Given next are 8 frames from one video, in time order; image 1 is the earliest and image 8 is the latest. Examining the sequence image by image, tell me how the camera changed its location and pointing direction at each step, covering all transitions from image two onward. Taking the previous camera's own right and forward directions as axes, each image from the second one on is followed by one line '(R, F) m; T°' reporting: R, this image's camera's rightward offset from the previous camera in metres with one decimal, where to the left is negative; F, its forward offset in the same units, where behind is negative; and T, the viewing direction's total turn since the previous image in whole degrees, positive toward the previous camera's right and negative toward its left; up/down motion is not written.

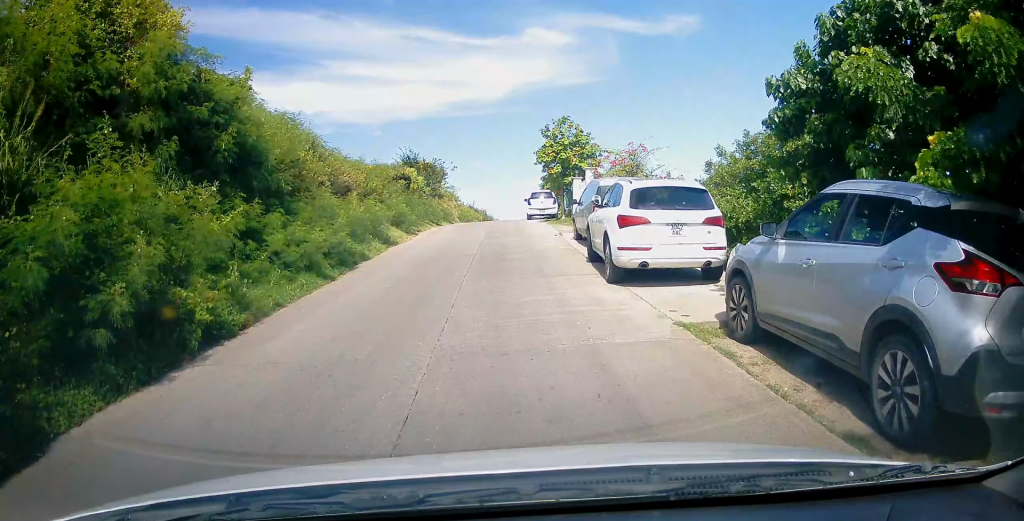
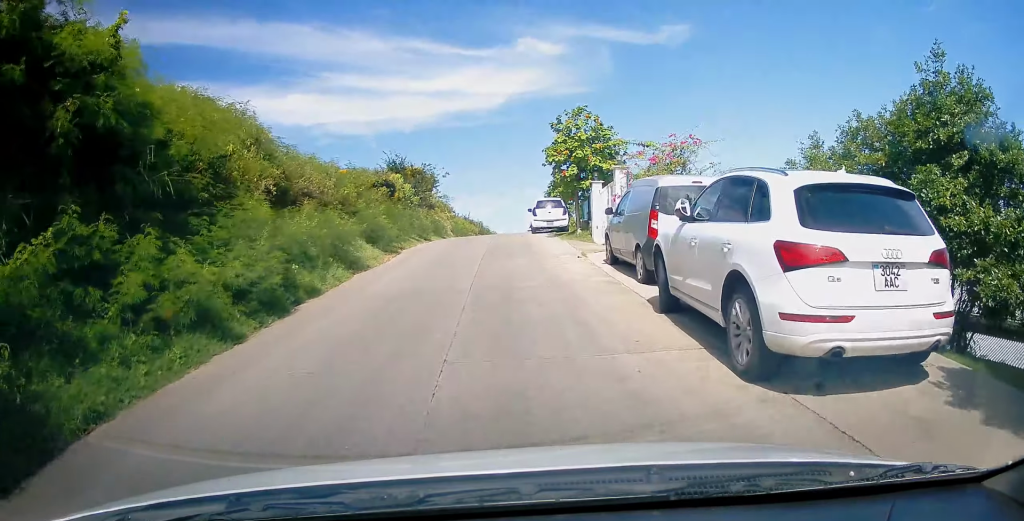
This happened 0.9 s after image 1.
(0.0, +4.0) m; +2°
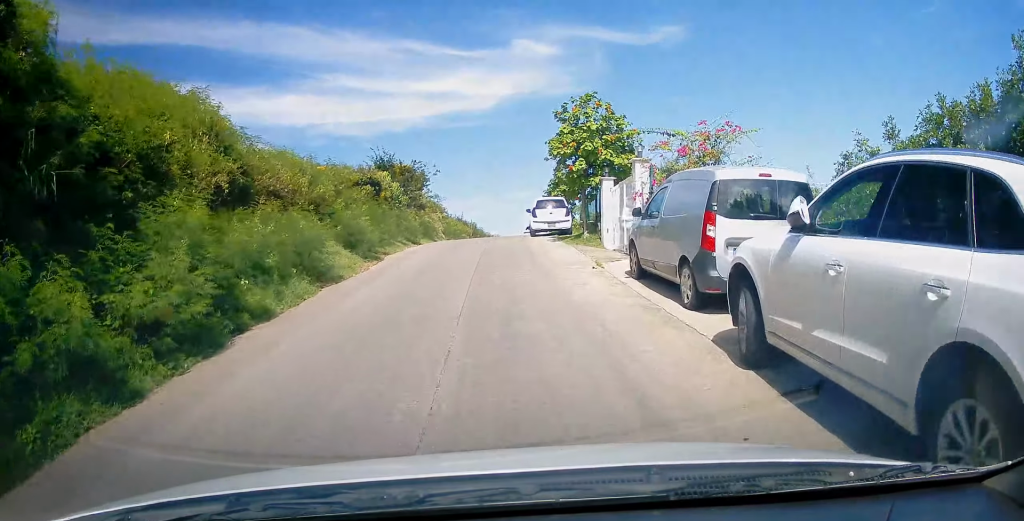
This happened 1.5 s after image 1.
(0.0, +2.6) m; +2°
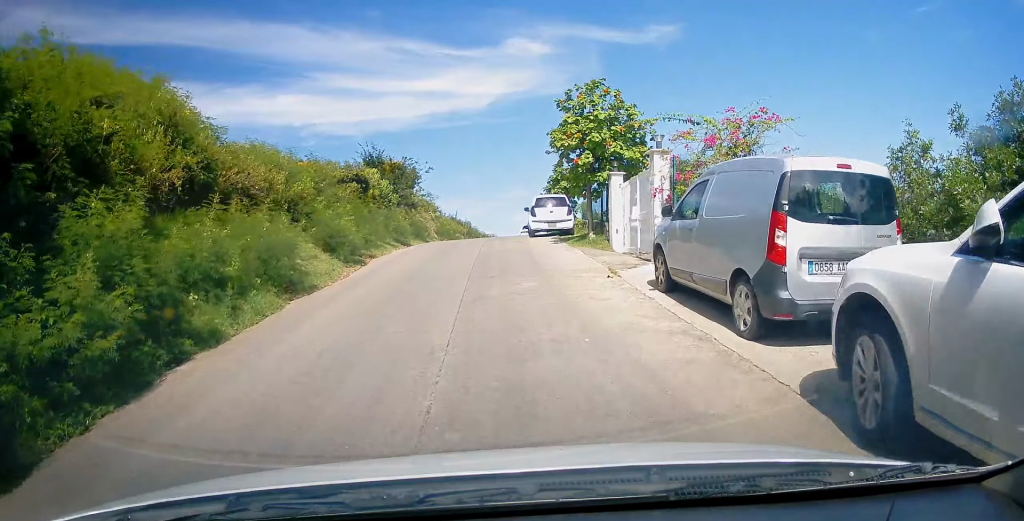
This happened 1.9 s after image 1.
(+0.1, +1.8) m; 0°
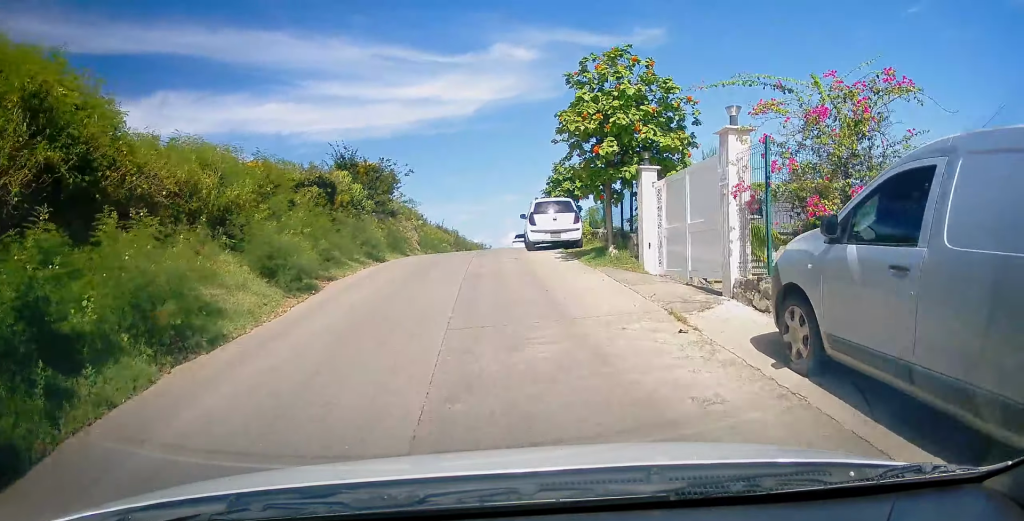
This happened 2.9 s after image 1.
(0.0, +4.0) m; -3°
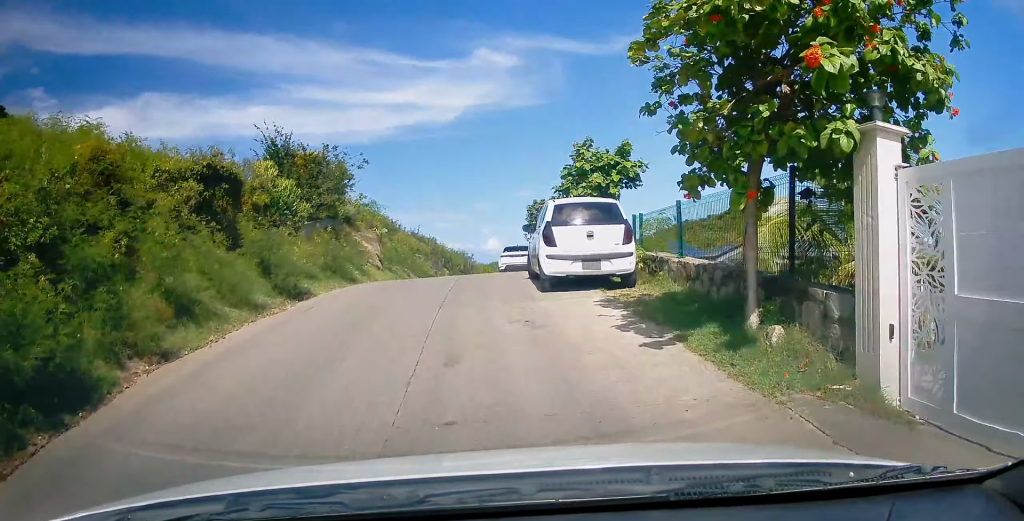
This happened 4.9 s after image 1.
(-0.1, +7.8) m; +2°
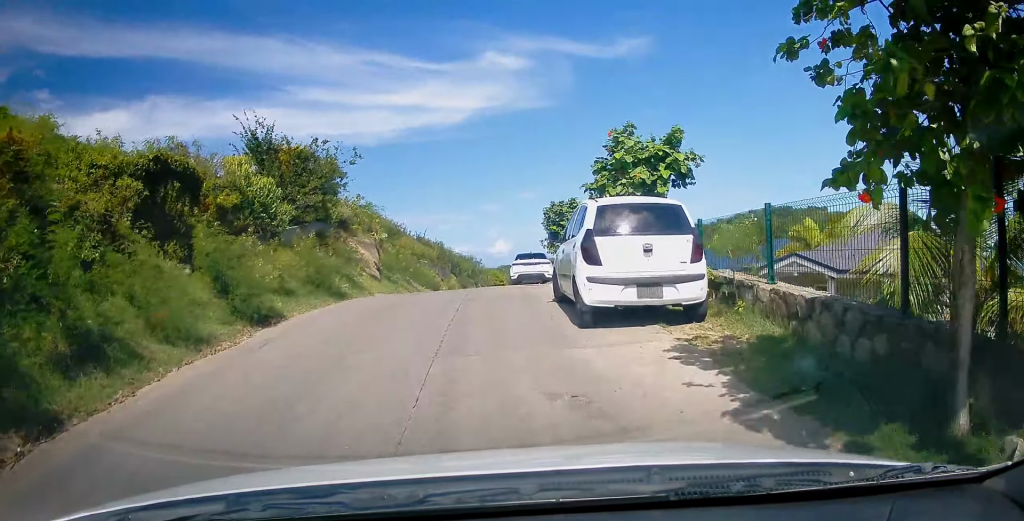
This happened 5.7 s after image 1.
(+0.3, +2.7) m; -3°
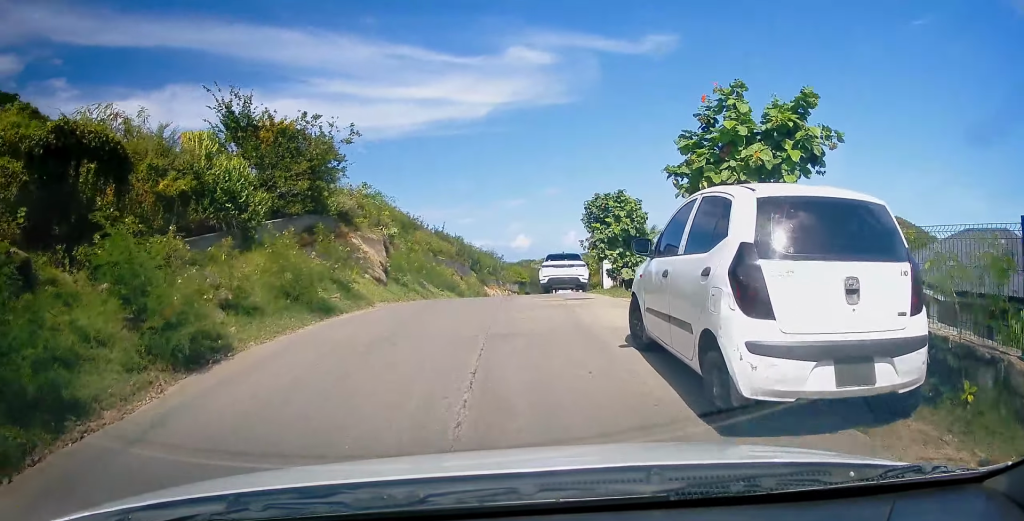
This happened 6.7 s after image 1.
(-0.7, +3.5) m; -5°
